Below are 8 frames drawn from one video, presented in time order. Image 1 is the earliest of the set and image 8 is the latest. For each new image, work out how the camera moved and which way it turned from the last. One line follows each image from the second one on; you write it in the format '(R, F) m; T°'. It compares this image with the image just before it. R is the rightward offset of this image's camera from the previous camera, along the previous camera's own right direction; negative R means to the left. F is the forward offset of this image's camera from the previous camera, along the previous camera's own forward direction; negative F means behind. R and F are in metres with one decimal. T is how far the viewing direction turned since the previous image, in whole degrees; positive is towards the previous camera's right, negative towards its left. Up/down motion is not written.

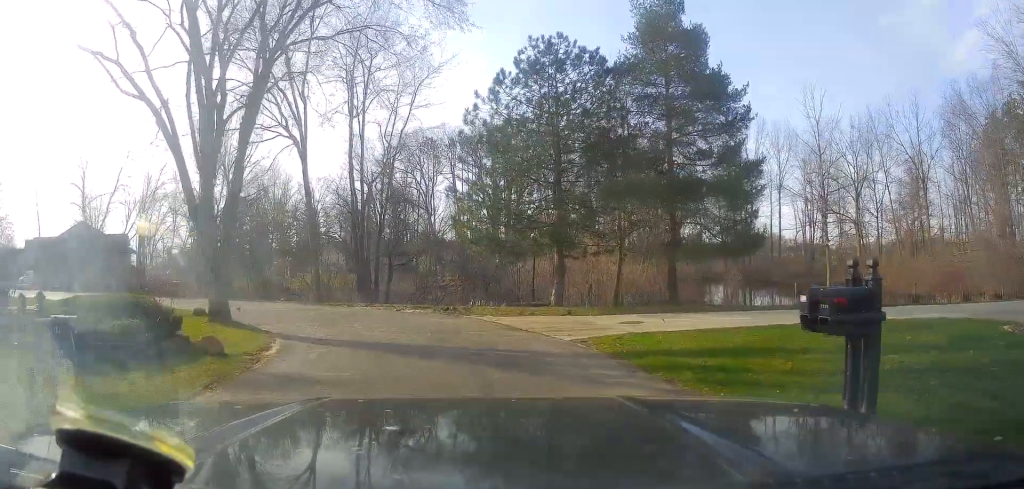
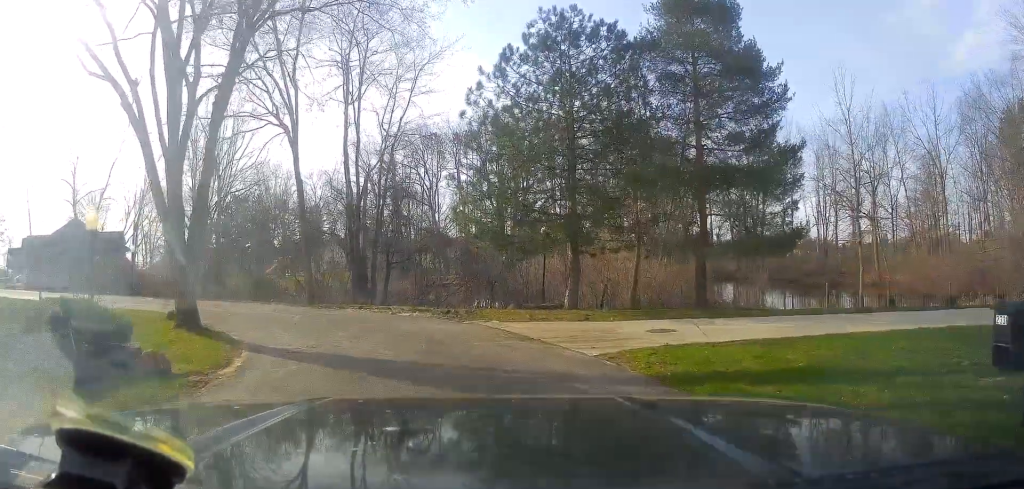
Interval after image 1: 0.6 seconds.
(-0.1, +2.6) m; -5°
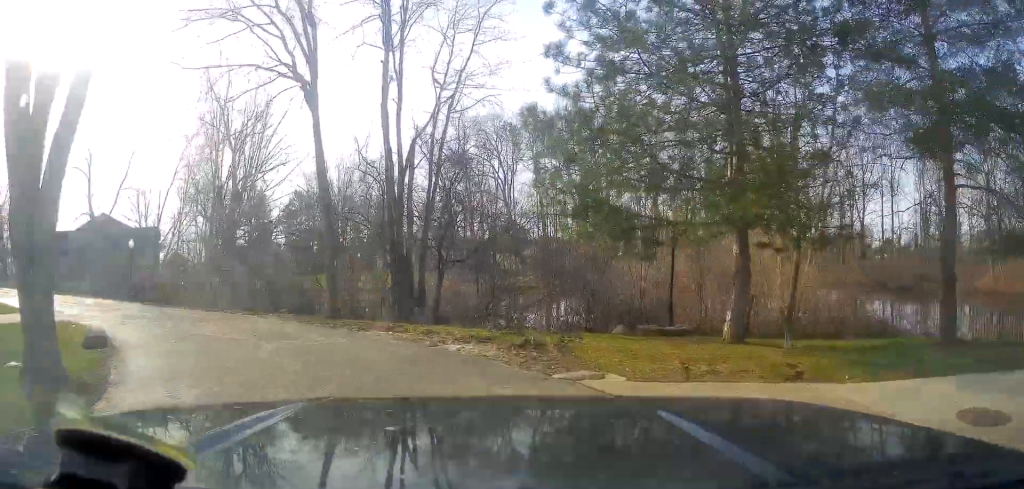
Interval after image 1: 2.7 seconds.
(-0.4, +8.9) m; -4°
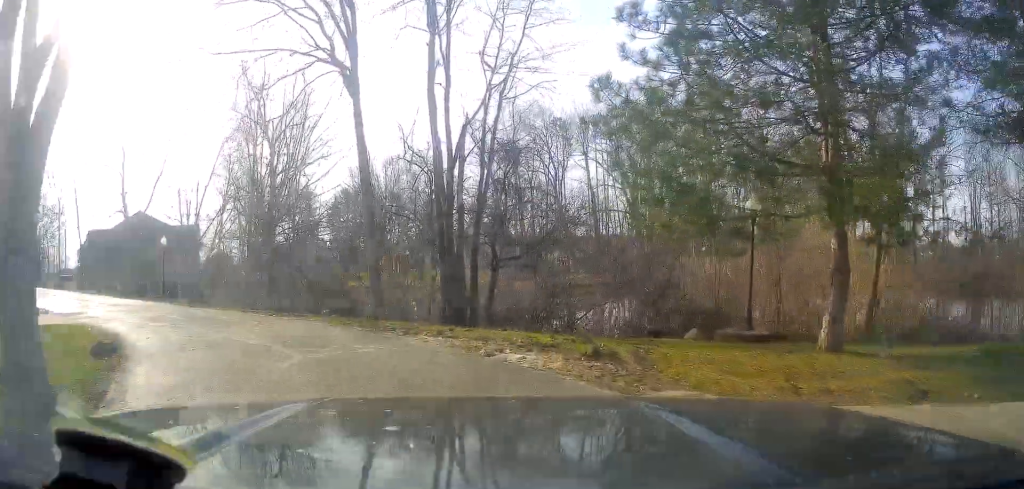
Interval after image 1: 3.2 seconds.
(+0.3, +1.7) m; -3°
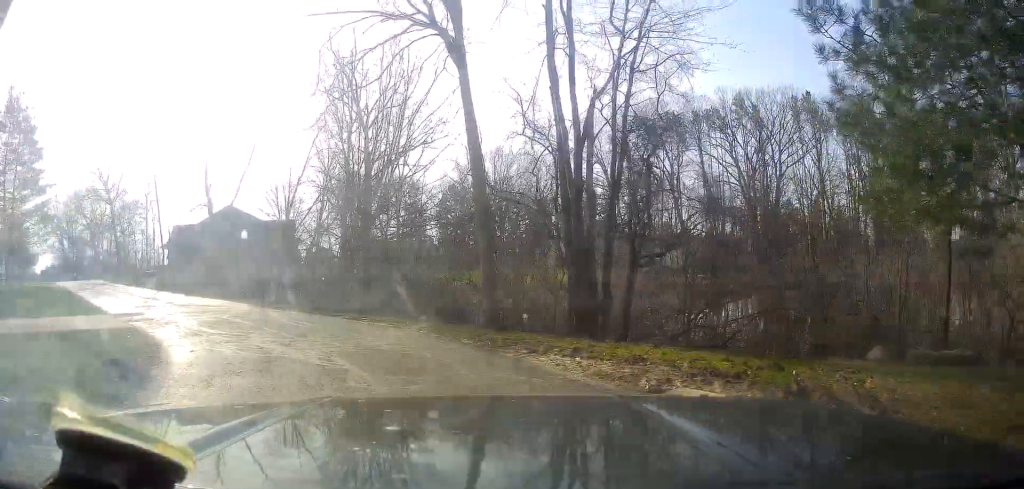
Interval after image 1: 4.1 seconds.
(-0.8, +3.1) m; -20°
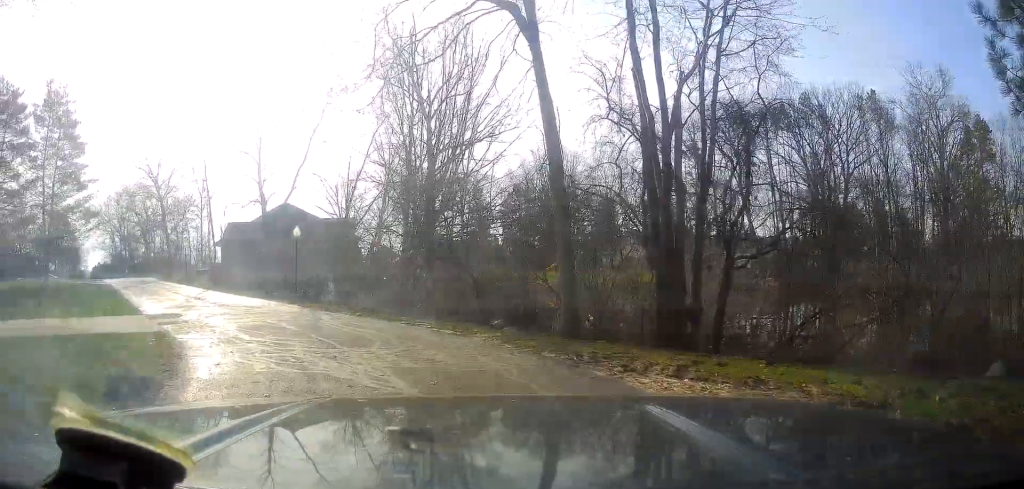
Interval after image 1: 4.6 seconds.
(-0.2, +1.9) m; -8°
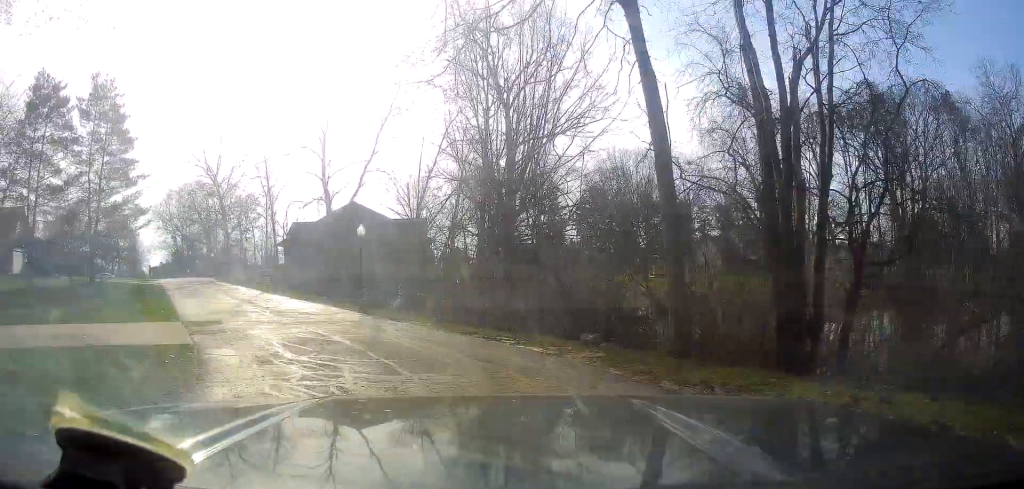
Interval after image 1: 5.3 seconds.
(-0.2, +2.5) m; -7°
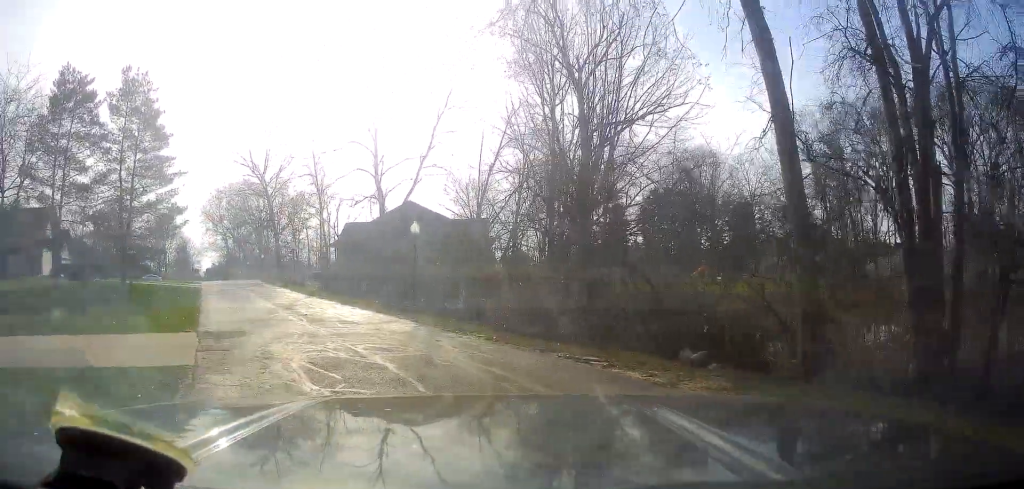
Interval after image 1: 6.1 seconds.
(-0.2, +2.8) m; -2°
